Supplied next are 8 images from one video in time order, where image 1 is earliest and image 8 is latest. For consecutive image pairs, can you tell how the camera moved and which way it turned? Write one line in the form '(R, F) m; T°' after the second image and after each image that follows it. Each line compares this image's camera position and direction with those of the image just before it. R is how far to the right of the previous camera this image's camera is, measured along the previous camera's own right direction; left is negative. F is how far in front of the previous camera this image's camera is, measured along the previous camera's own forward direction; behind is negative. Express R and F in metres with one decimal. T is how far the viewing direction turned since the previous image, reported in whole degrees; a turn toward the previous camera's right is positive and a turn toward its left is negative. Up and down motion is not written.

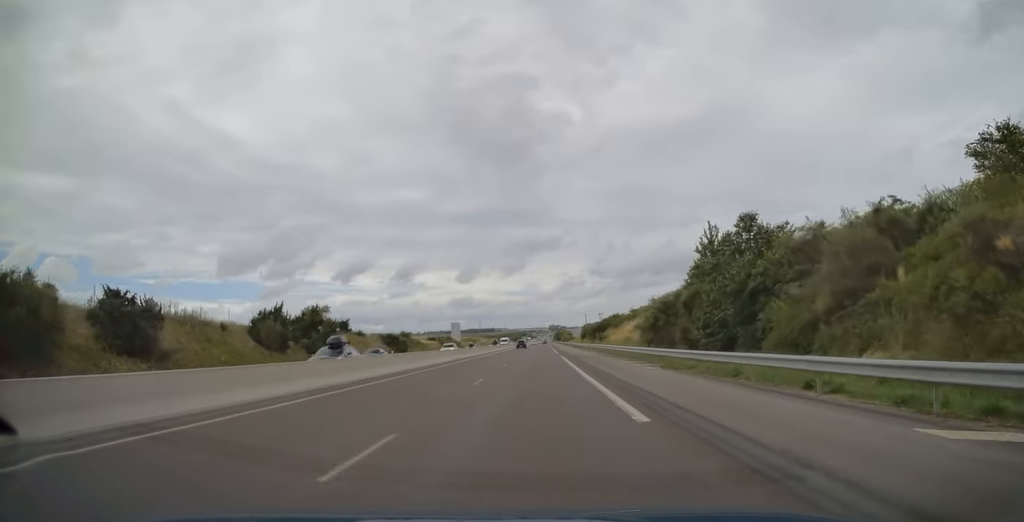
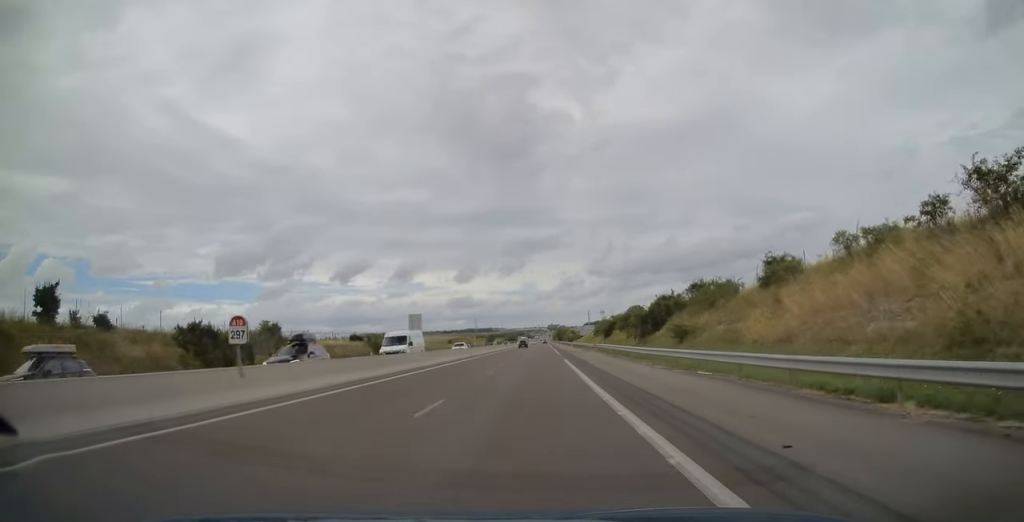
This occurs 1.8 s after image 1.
(+0.3, +59.2) m; +1°
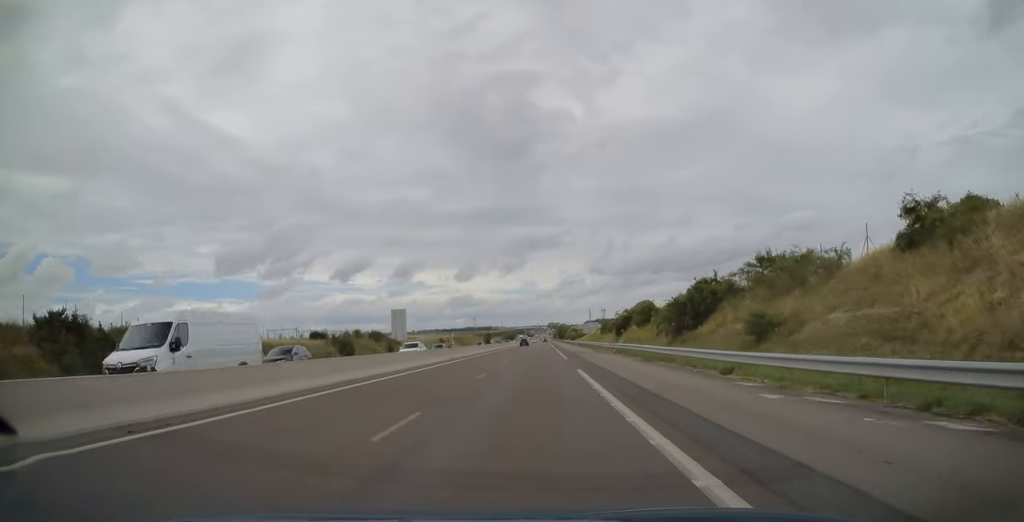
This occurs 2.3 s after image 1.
(0.0, +15.6) m; 0°
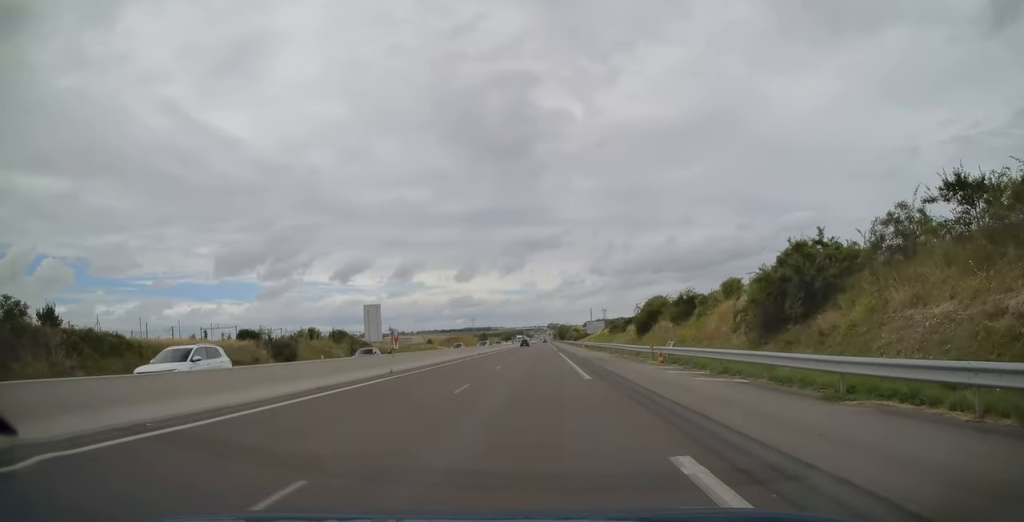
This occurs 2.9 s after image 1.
(0.0, +18.3) m; 0°
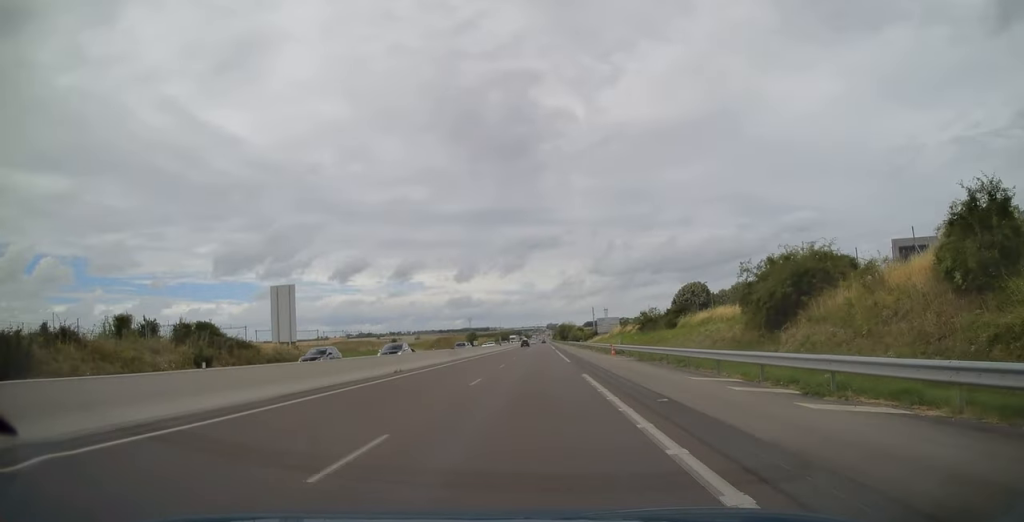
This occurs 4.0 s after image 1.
(0.0, +35.5) m; 0°
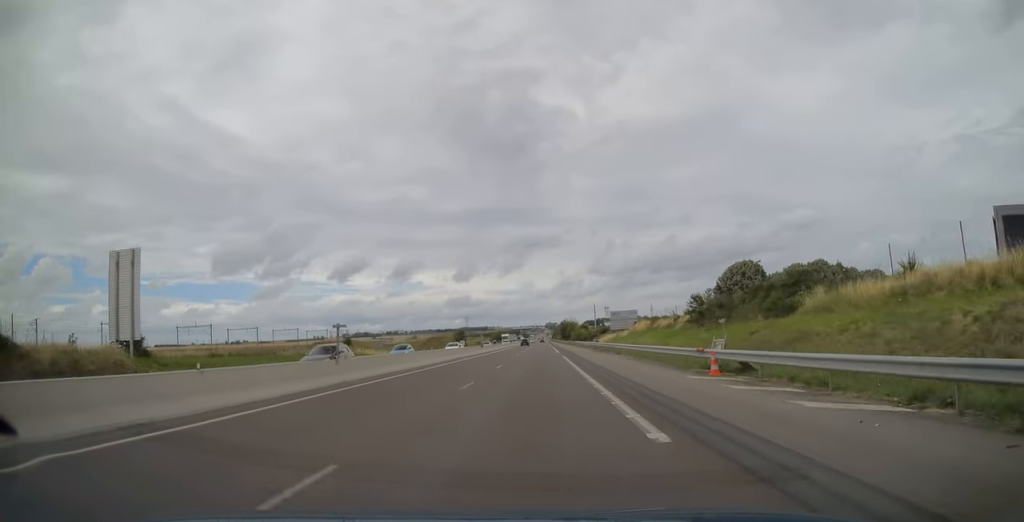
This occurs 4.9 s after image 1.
(+0.1, +28.0) m; 0°
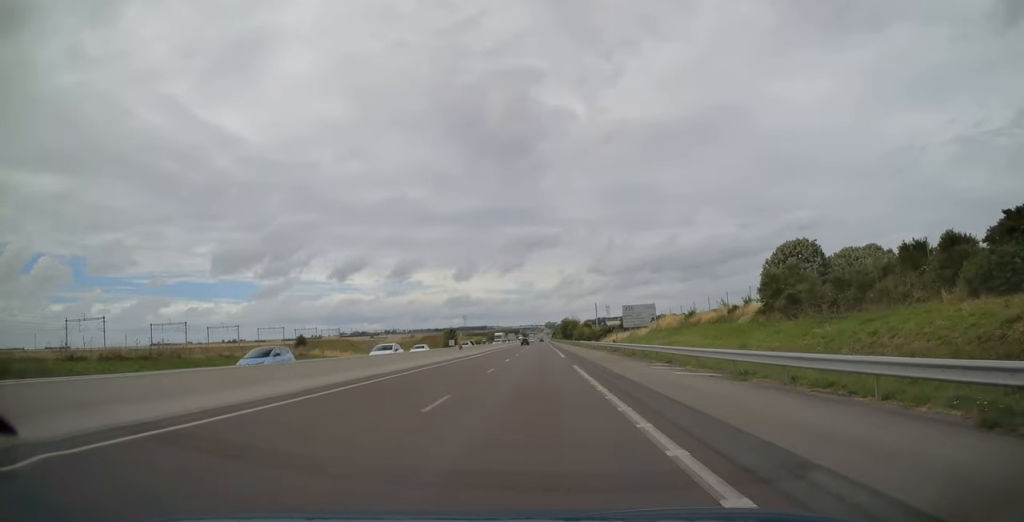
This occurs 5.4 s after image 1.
(0.0, +17.7) m; 0°
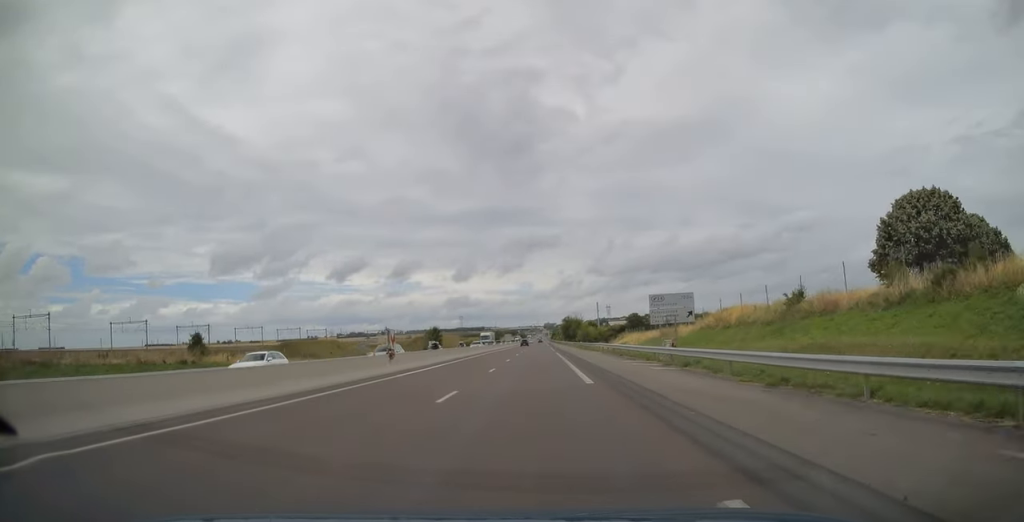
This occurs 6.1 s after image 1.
(0.0, +23.6) m; 0°
